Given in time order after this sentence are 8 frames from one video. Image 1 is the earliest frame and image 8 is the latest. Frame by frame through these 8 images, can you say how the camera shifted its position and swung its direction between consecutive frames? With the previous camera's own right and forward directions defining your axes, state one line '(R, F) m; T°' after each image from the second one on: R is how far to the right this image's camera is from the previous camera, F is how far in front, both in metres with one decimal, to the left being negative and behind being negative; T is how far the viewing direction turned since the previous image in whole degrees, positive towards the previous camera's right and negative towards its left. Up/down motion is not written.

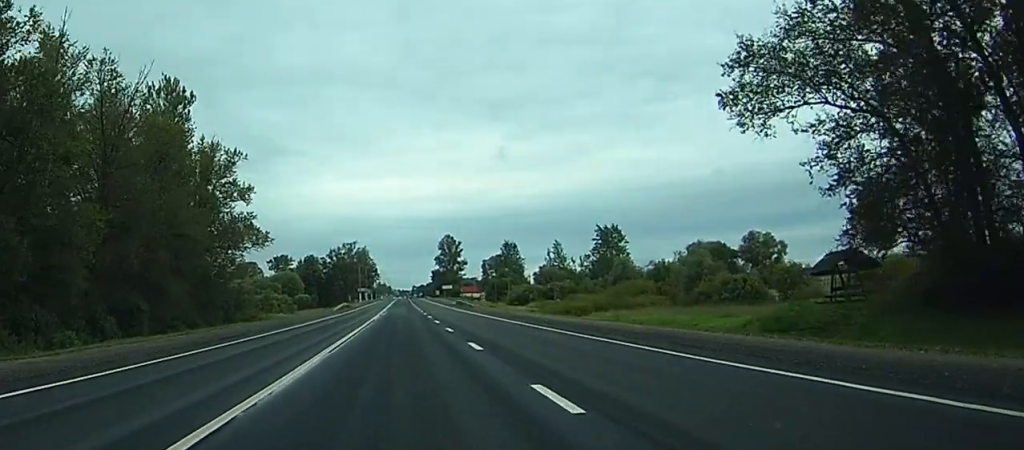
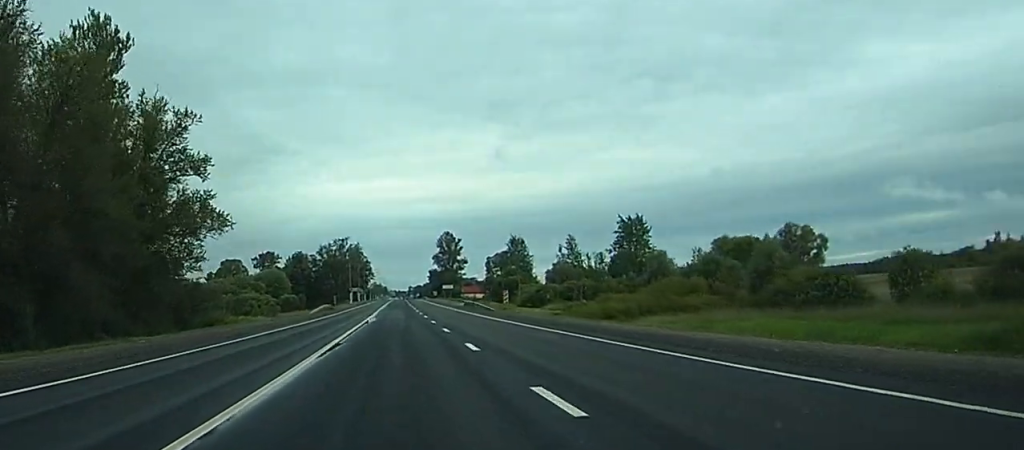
(0.0, +24.4) m; +1°
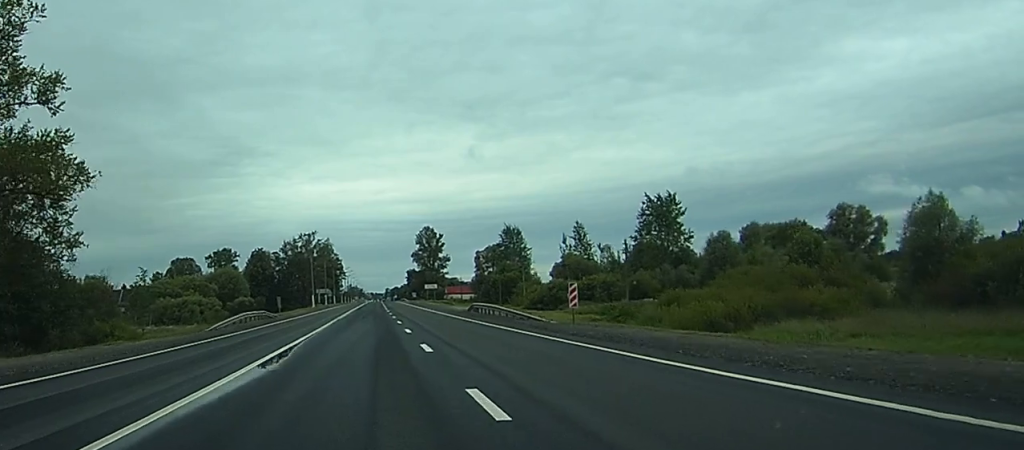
(+0.6, +35.9) m; +1°
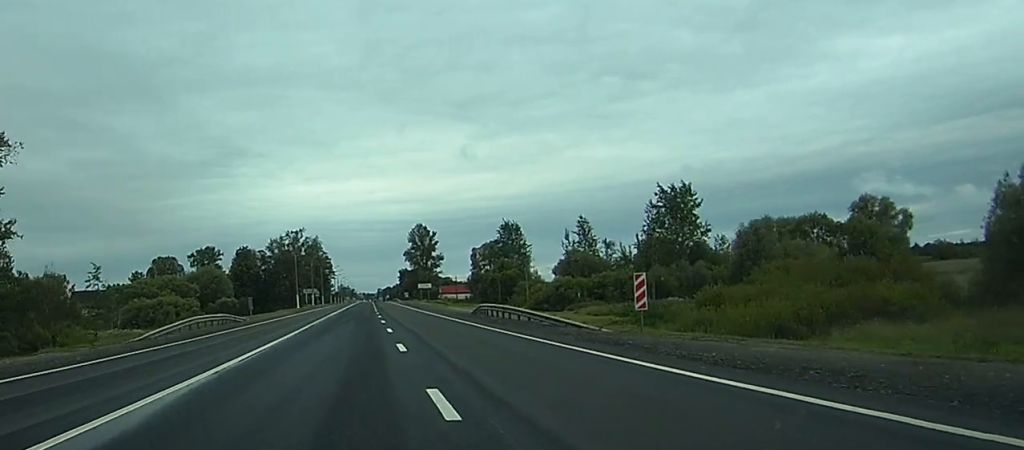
(0.0, +11.8) m; 0°
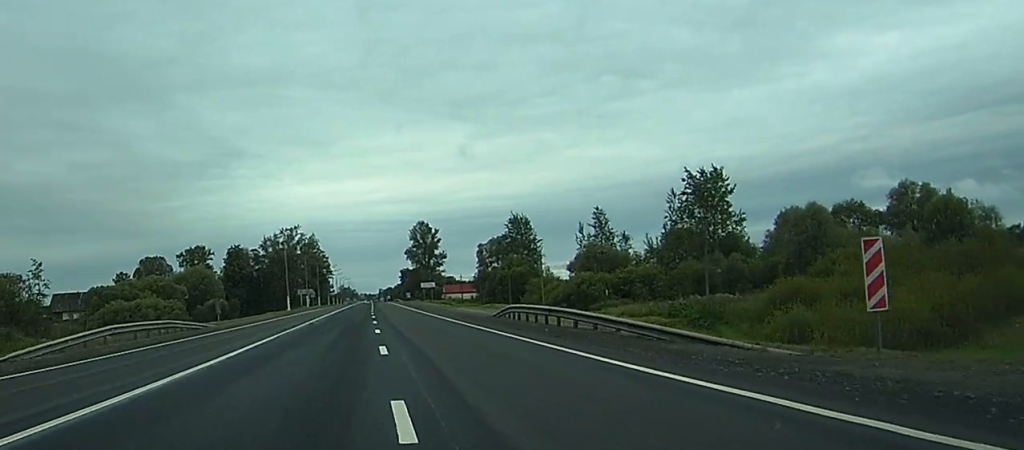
(0.0, +13.4) m; 0°
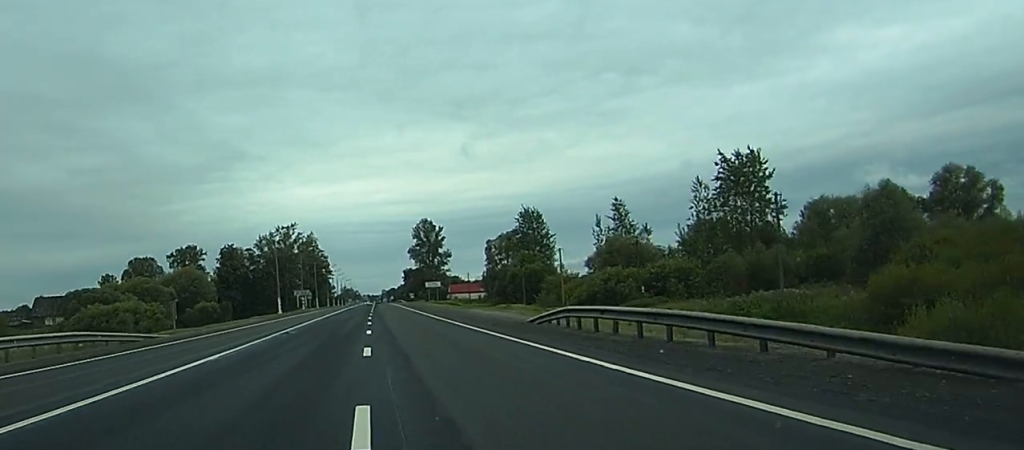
(+0.1, +12.4) m; 0°
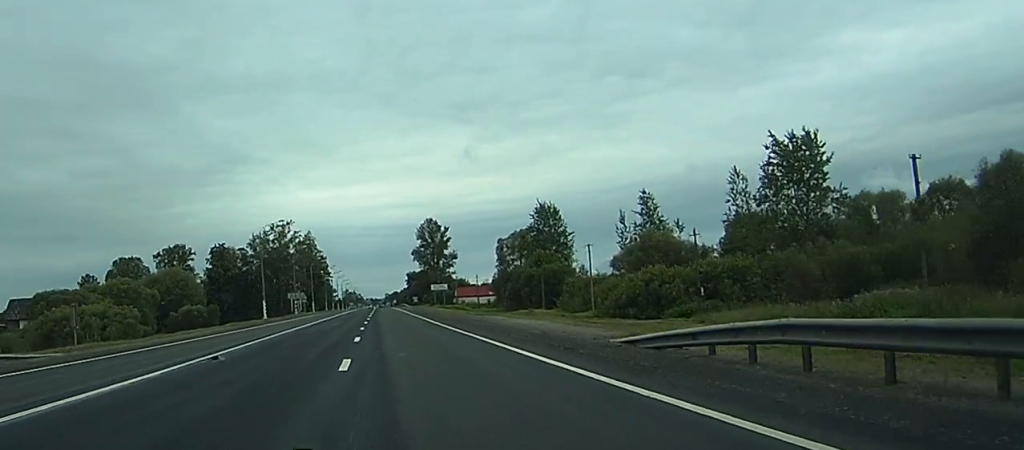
(0.0, +14.8) m; 0°
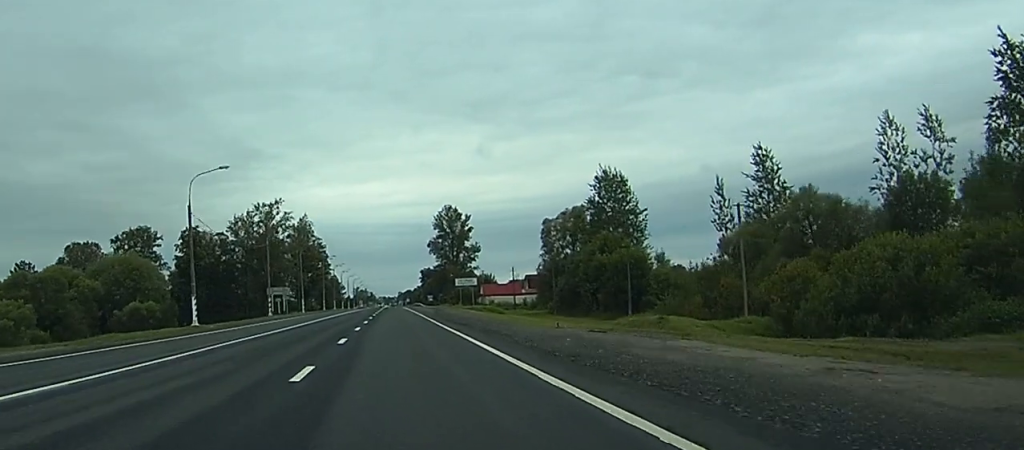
(-0.1, +39.0) m; 0°
